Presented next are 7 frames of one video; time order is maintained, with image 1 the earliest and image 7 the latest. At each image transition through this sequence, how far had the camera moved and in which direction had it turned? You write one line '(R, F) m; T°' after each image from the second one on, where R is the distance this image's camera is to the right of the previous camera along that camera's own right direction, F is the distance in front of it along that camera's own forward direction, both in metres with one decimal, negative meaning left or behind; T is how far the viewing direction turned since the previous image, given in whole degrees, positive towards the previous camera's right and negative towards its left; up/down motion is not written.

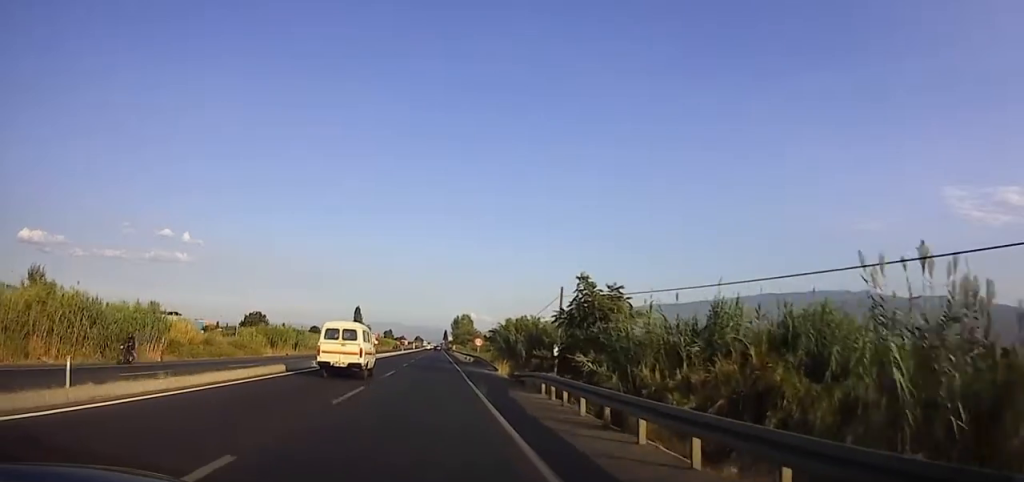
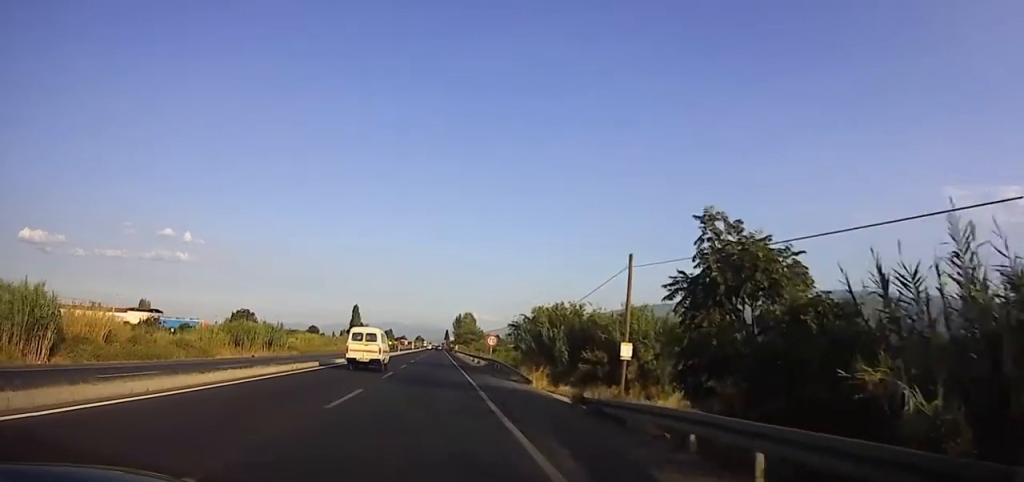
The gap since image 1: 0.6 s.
(0.0, +12.6) m; 0°
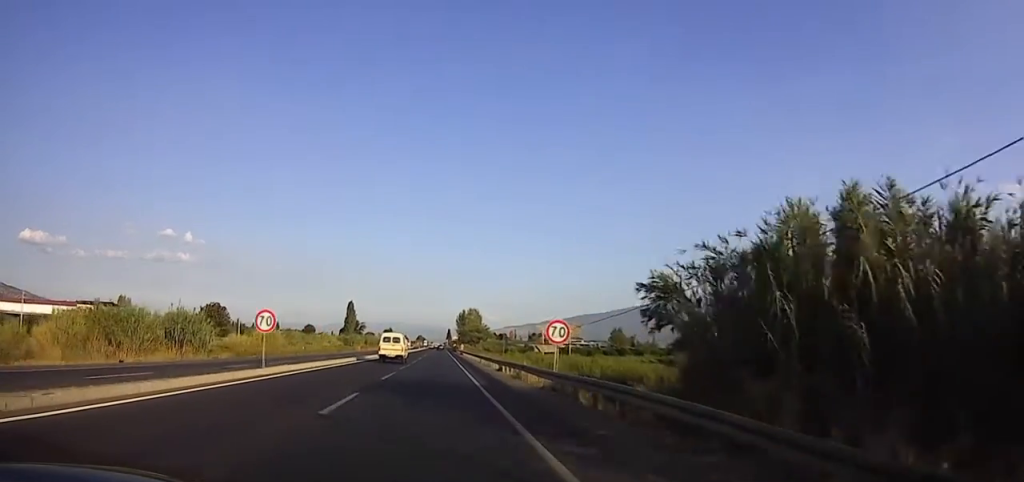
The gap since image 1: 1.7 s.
(0.0, +23.8) m; 0°
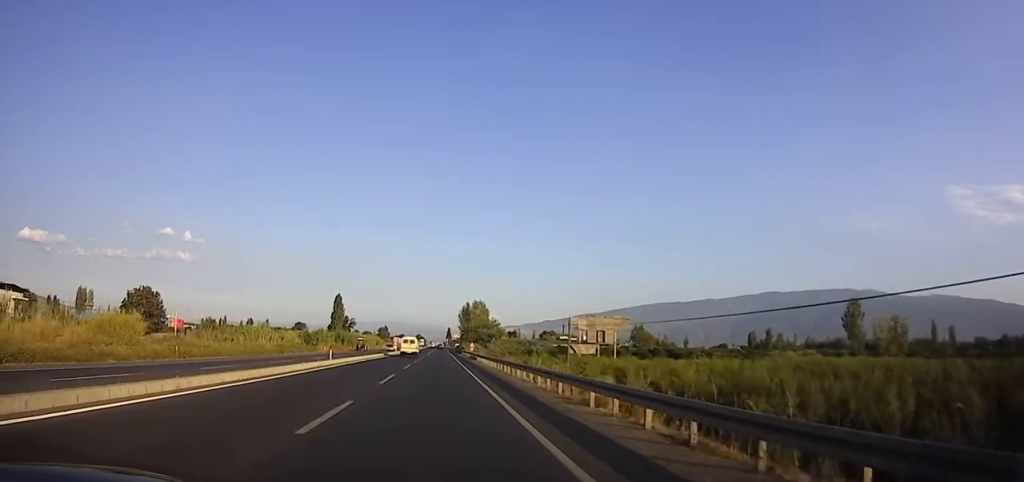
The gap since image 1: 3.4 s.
(0.0, +36.0) m; 0°
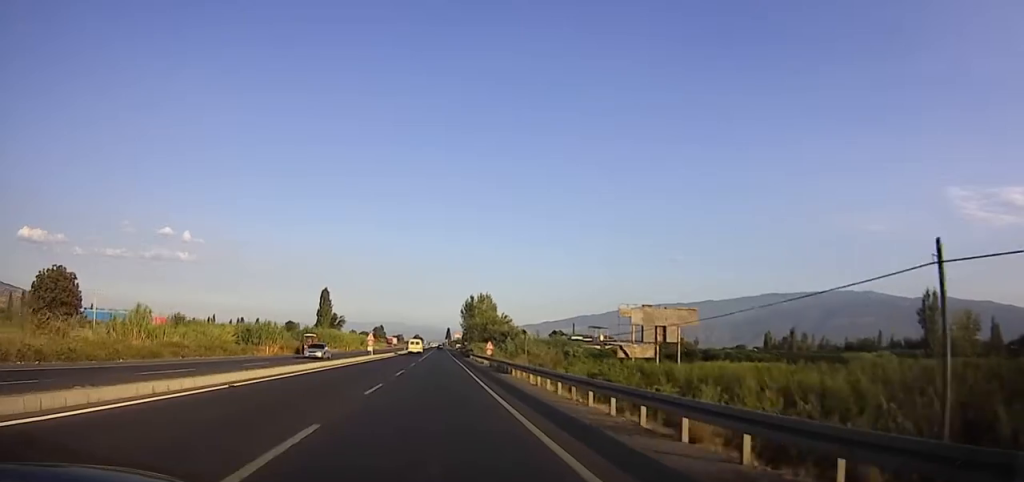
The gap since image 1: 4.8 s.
(0.0, +28.4) m; 0°
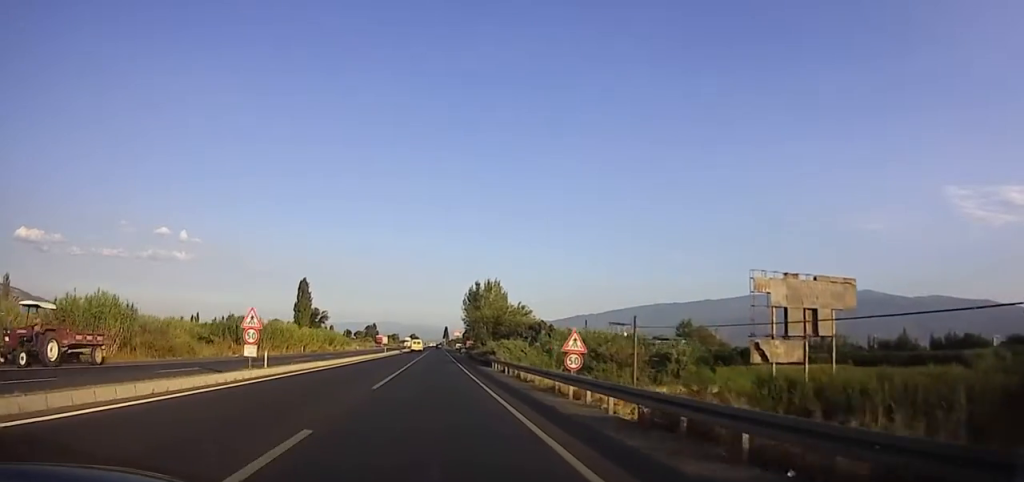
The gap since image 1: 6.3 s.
(0.0, +32.7) m; 0°
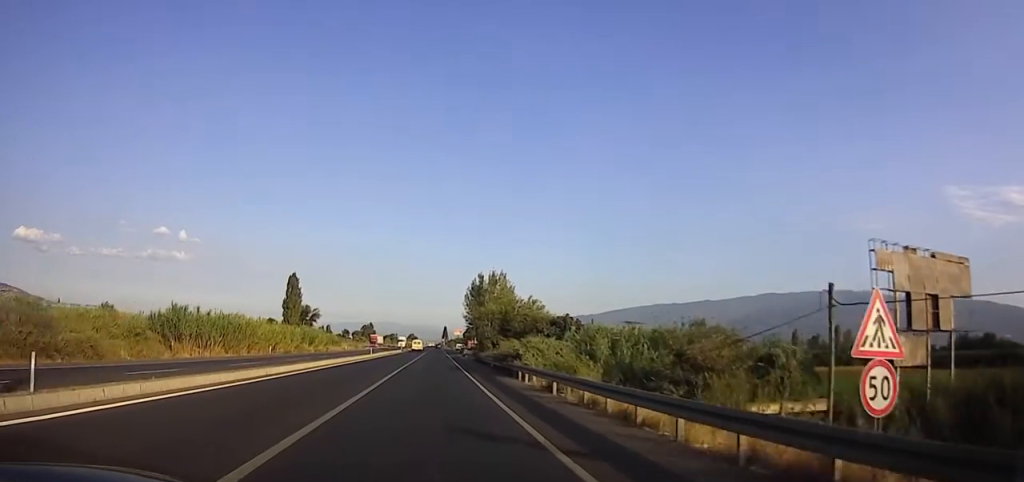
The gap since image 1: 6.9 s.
(0.0, +13.6) m; 0°
